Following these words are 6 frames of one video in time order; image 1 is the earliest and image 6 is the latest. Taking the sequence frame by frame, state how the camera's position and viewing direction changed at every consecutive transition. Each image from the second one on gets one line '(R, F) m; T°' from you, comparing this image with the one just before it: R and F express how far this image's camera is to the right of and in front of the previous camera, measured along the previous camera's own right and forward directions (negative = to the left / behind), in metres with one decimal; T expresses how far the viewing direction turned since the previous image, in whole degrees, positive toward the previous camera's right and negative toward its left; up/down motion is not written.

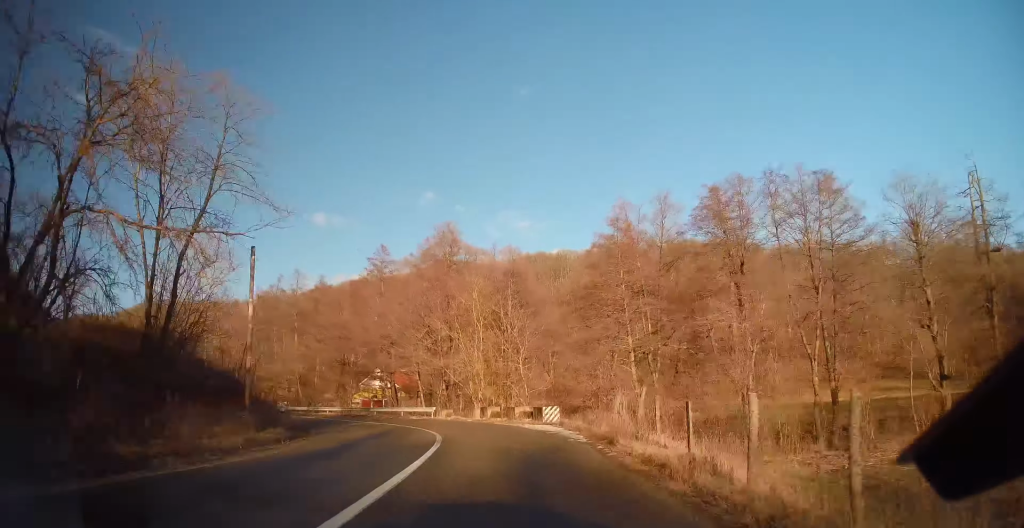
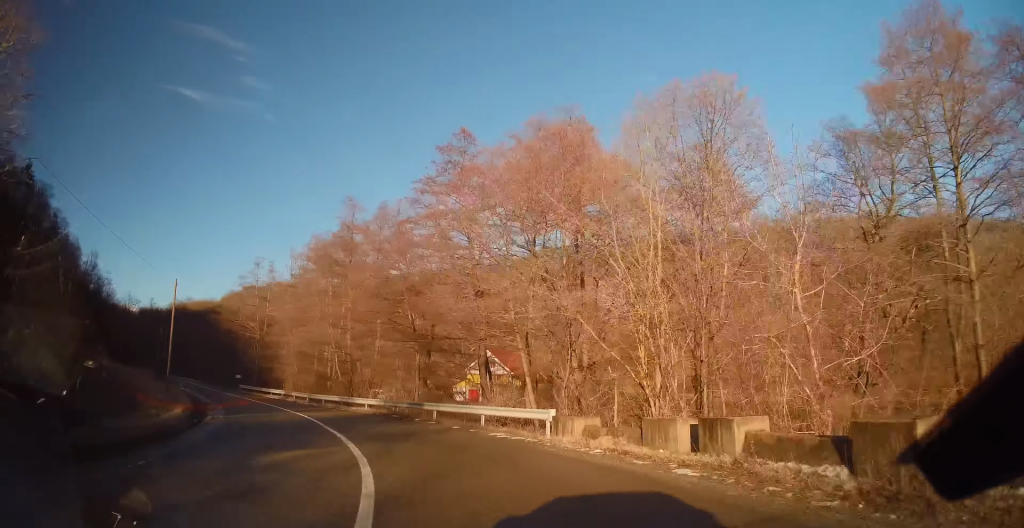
(-3.0, +23.6) m; -18°
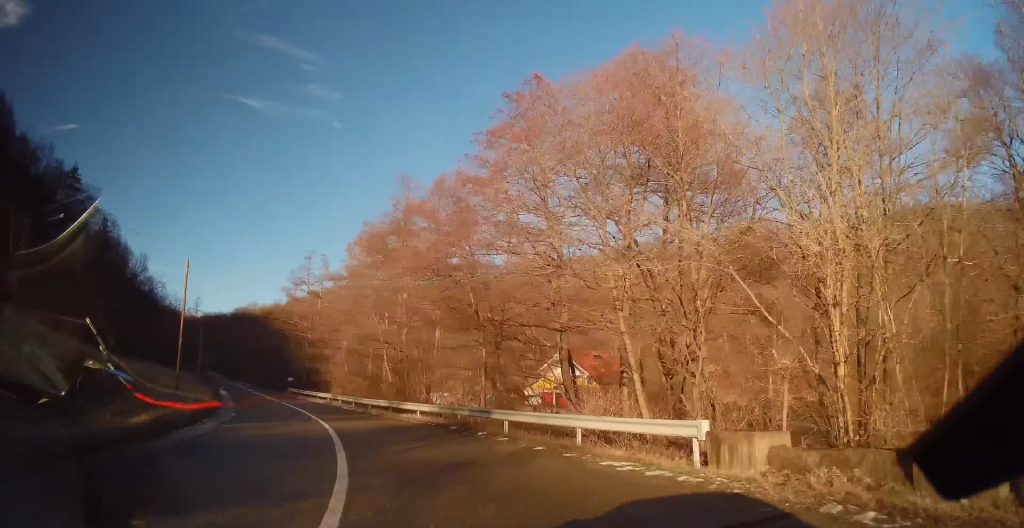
(-0.3, +7.0) m; -6°
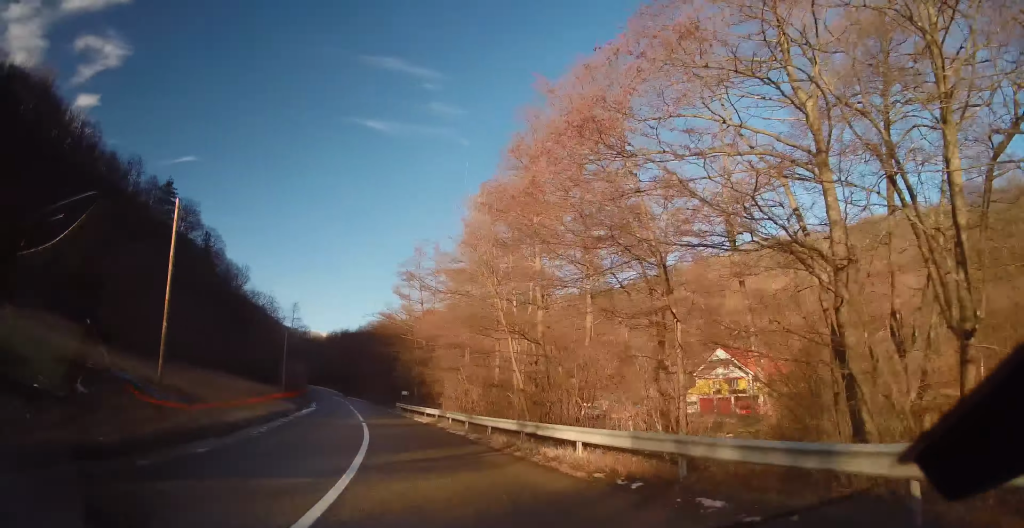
(-1.1, +13.3) m; -11°
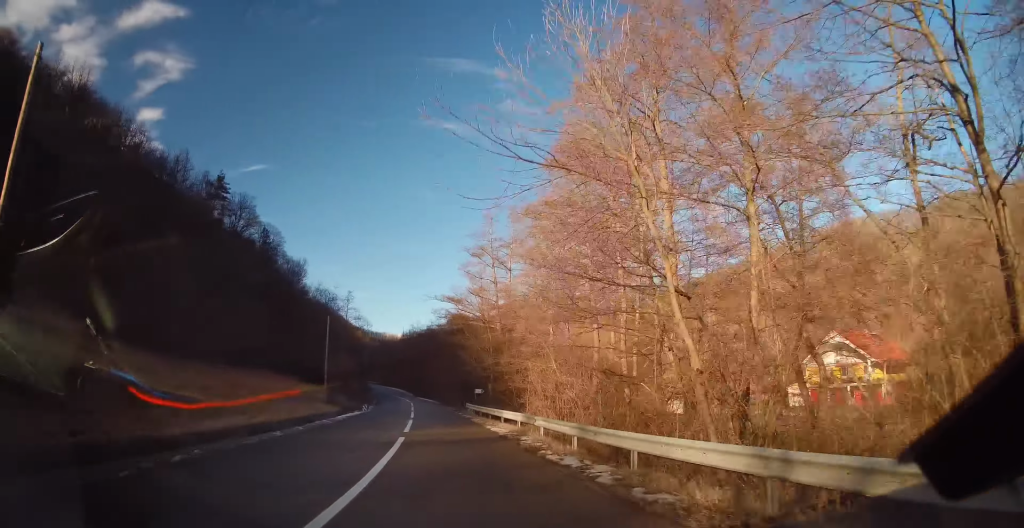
(-1.1, +10.6) m; -7°
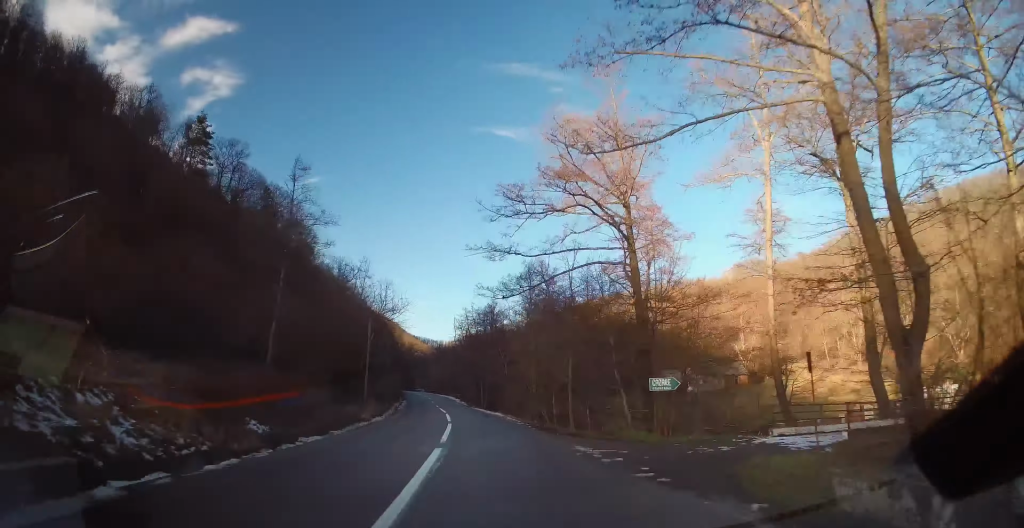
(-2.2, +39.2) m; -4°
